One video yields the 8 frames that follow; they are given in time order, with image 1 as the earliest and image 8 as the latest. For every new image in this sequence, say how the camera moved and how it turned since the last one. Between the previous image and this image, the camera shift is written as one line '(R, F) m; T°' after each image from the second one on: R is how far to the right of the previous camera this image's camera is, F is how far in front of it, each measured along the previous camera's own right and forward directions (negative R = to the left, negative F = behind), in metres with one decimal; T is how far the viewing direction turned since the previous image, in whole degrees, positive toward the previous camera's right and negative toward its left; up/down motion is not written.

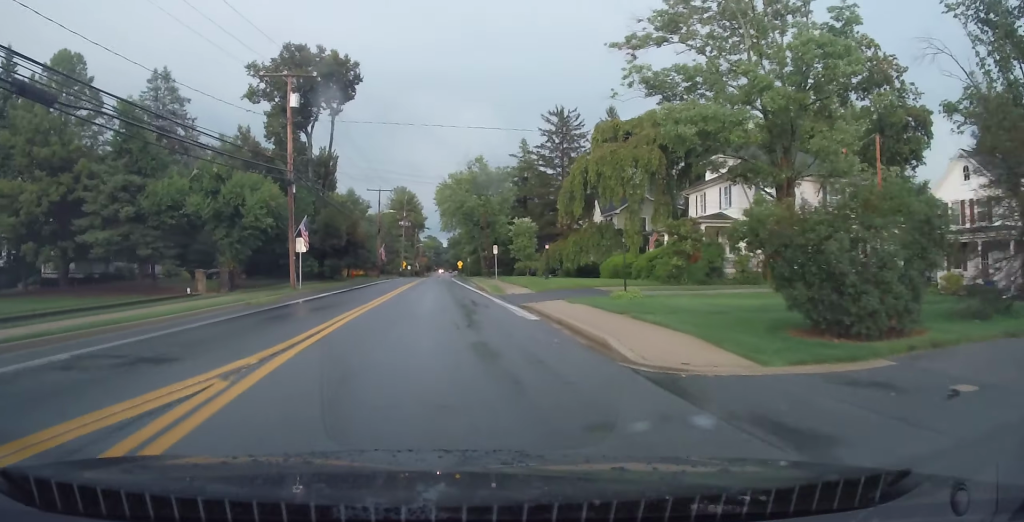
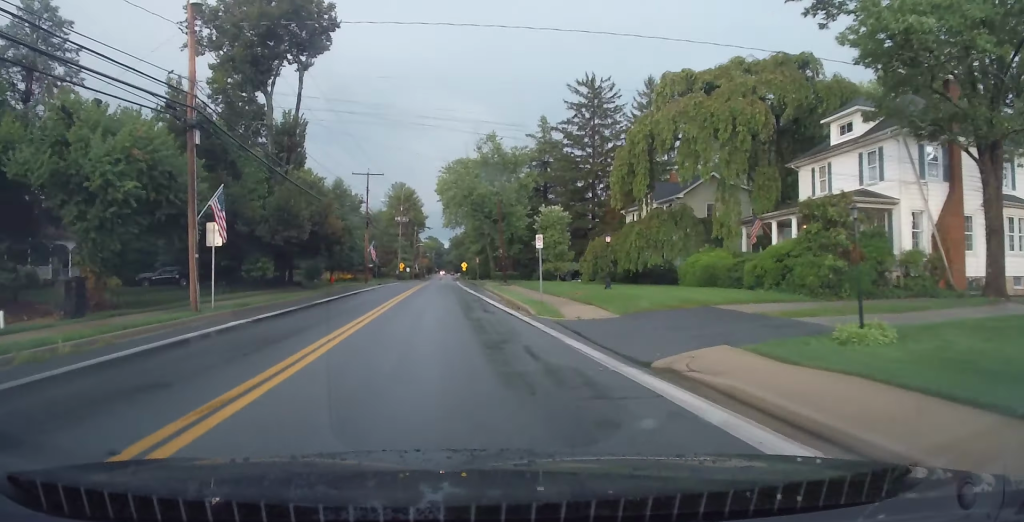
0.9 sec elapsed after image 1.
(+0.4, +14.6) m; +1°
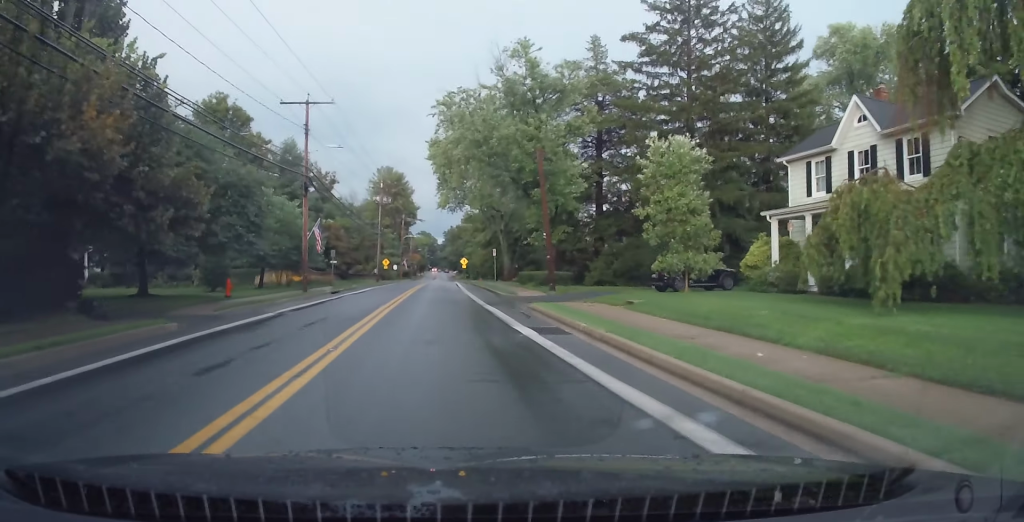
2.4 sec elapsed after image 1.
(-0.2, +25.8) m; 0°
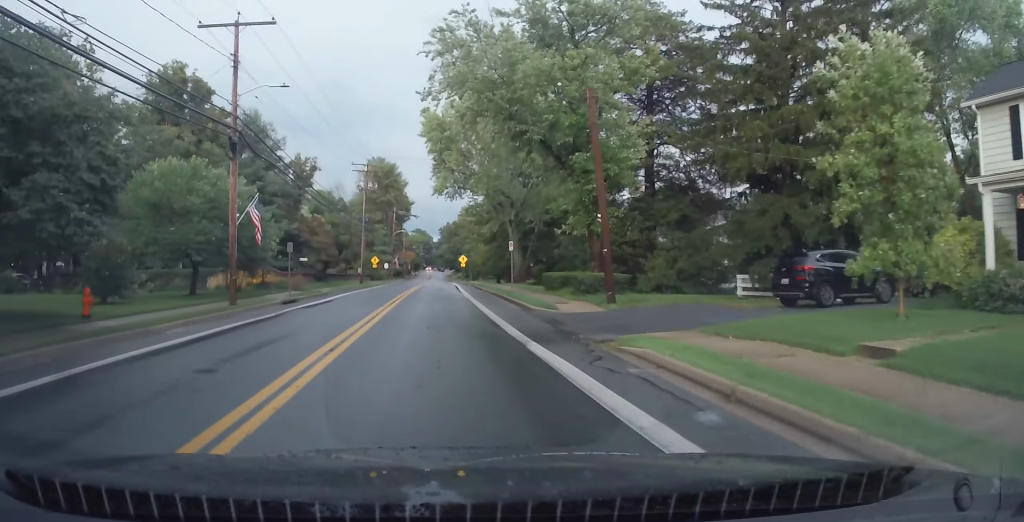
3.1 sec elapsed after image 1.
(0.0, +11.8) m; 0°
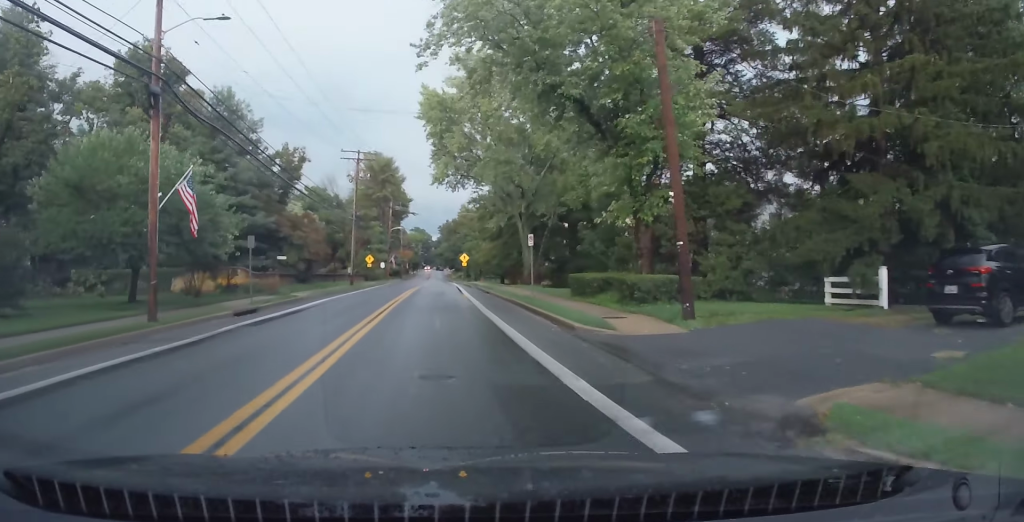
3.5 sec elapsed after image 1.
(0.0, +6.8) m; 0°
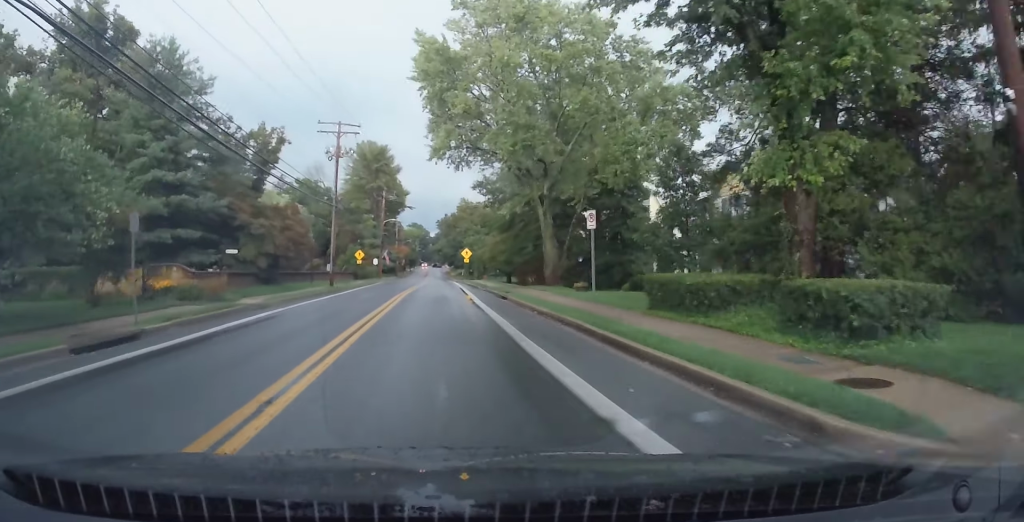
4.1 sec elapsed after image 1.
(0.0, +10.2) m; 0°
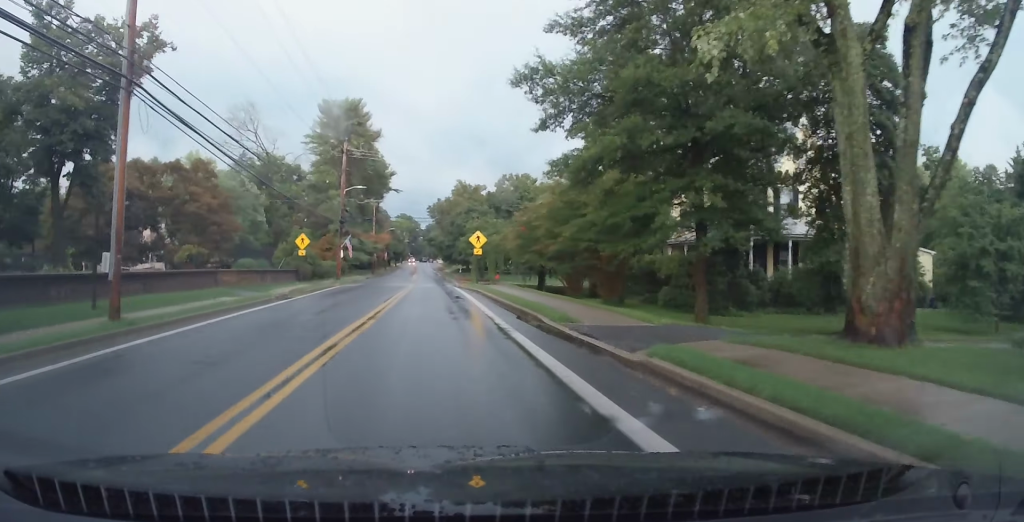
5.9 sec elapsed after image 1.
(-0.2, +30.8) m; -1°
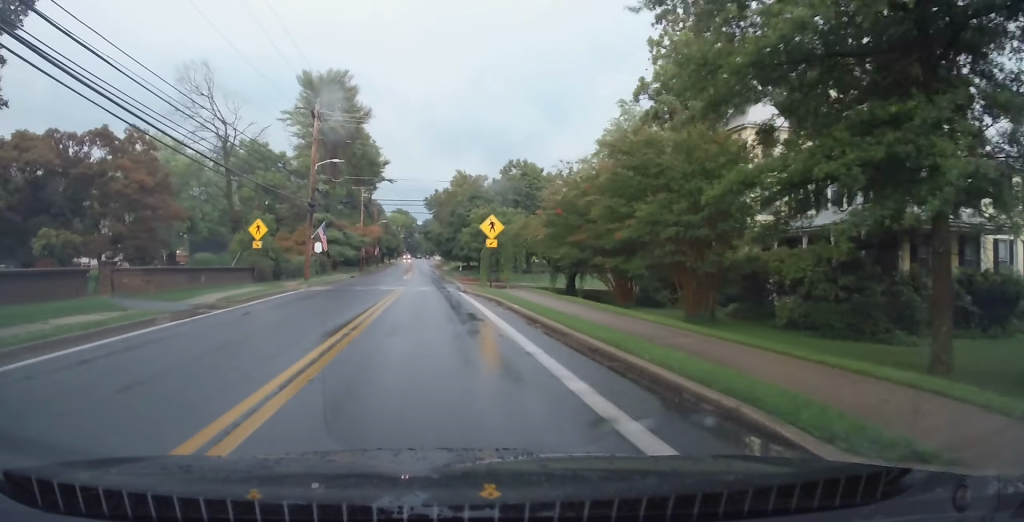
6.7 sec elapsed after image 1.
(0.0, +12.3) m; 0°
